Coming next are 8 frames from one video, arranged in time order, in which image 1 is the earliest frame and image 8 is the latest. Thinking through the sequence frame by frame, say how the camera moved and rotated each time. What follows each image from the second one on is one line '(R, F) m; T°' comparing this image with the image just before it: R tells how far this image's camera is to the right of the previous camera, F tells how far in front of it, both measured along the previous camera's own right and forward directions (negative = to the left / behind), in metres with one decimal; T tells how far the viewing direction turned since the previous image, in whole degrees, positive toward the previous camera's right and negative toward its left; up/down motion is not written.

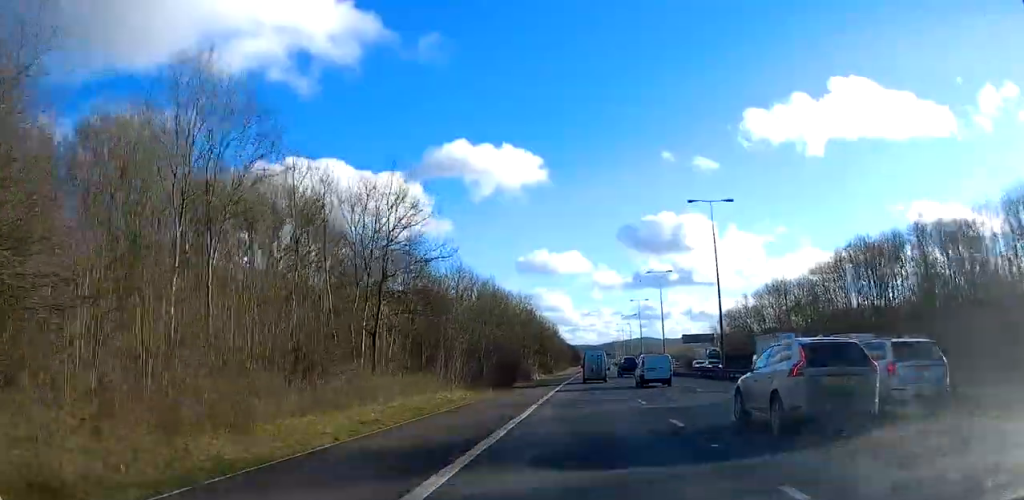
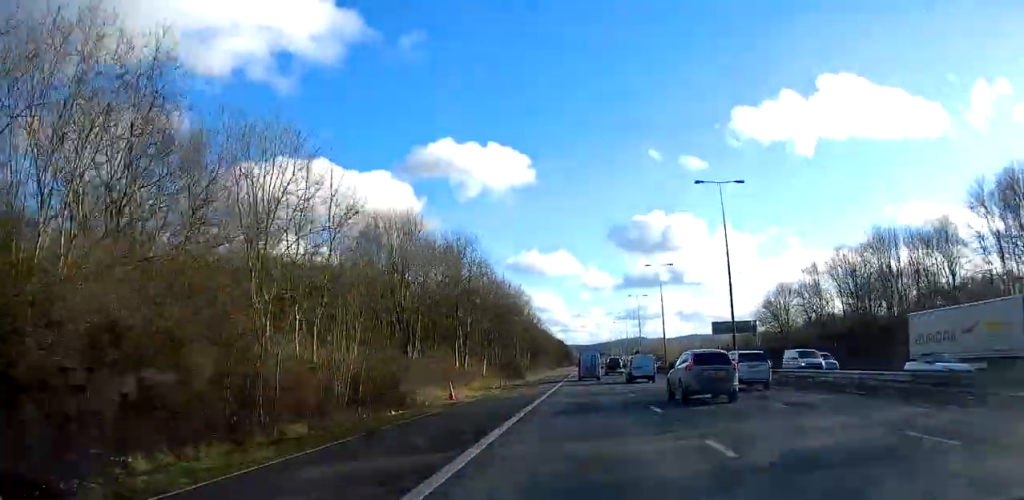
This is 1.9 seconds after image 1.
(0.0, +49.7) m; 0°
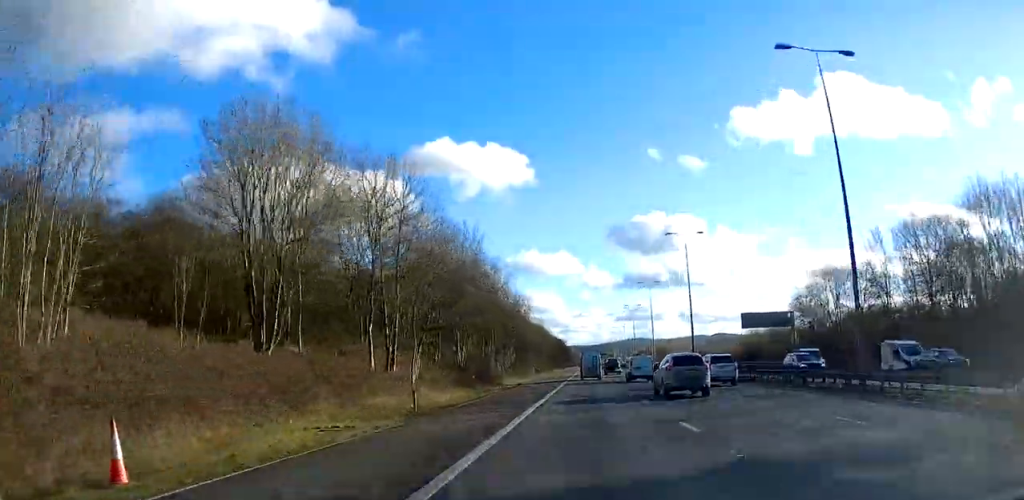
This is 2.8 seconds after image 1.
(0.0, +23.9) m; 0°
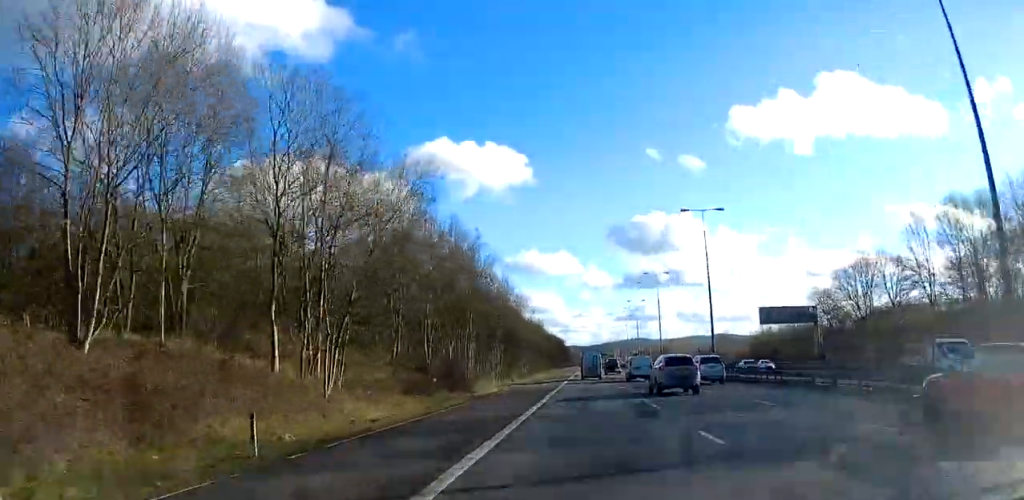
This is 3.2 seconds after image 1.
(0.0, +10.6) m; 0°
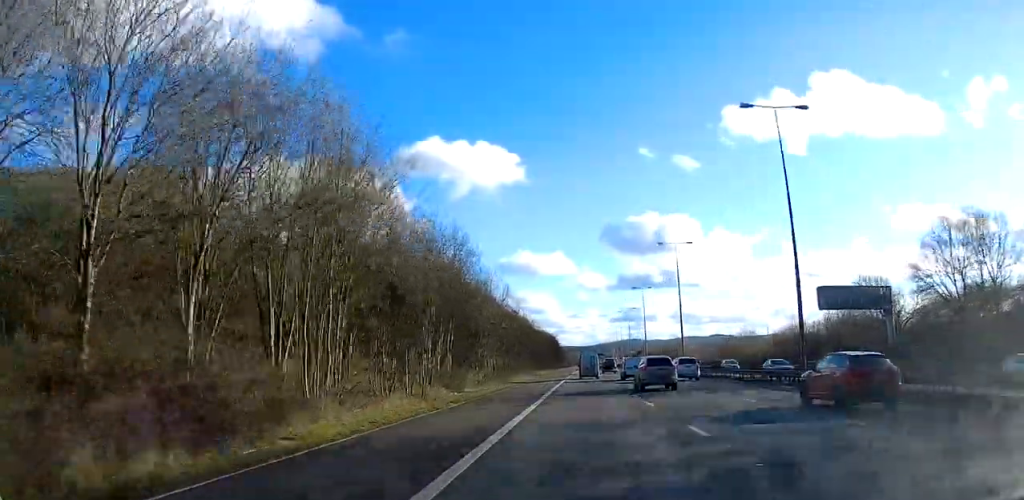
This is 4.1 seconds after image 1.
(+0.1, +25.7) m; 0°
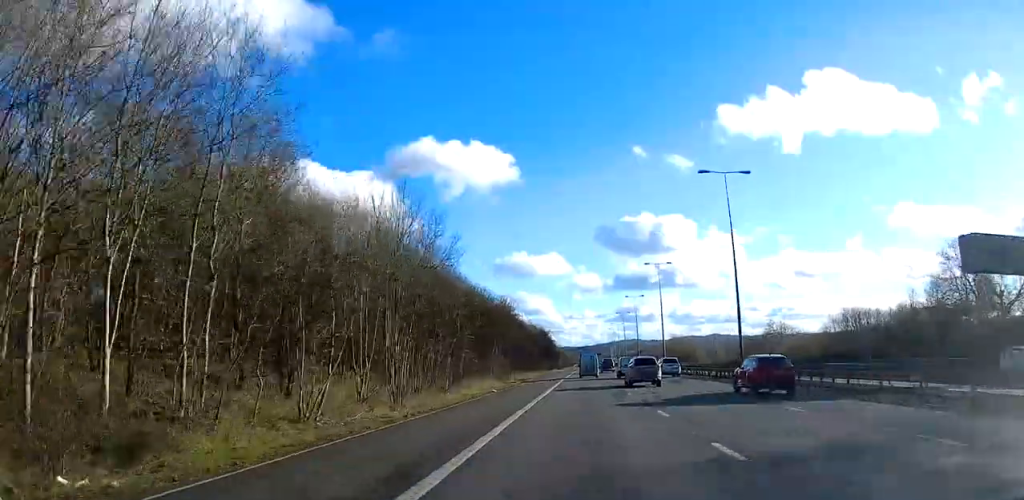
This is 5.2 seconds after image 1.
(+0.1, +29.2) m; 0°
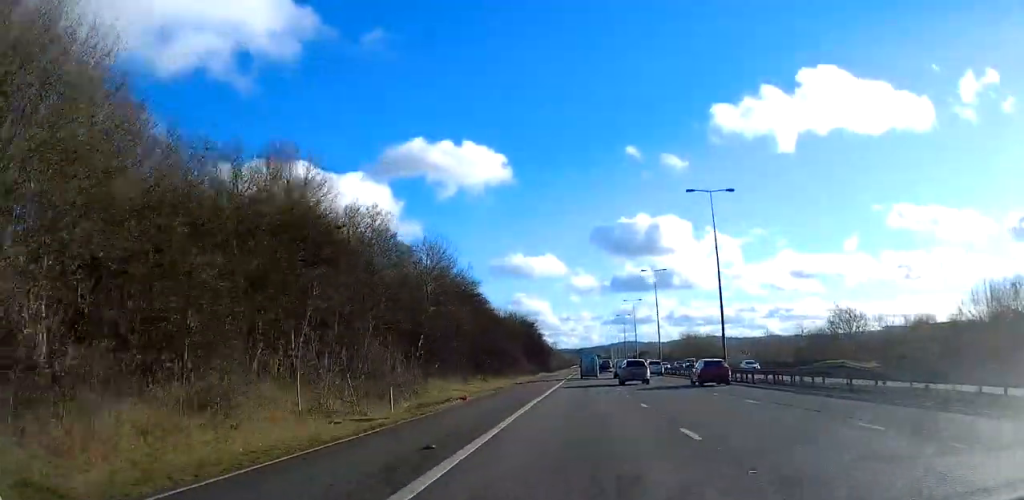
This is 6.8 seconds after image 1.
(+0.1, +40.5) m; 0°
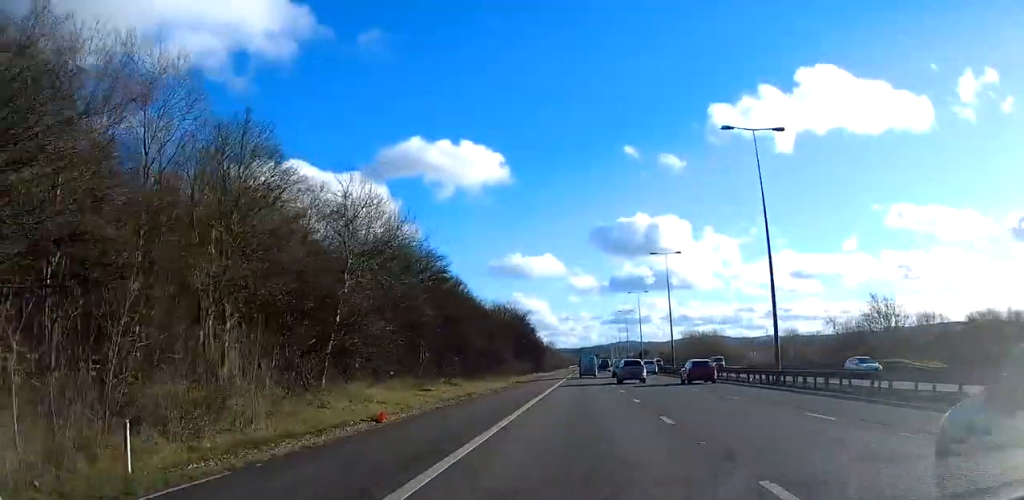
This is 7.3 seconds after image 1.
(0.0, +14.9) m; 0°
